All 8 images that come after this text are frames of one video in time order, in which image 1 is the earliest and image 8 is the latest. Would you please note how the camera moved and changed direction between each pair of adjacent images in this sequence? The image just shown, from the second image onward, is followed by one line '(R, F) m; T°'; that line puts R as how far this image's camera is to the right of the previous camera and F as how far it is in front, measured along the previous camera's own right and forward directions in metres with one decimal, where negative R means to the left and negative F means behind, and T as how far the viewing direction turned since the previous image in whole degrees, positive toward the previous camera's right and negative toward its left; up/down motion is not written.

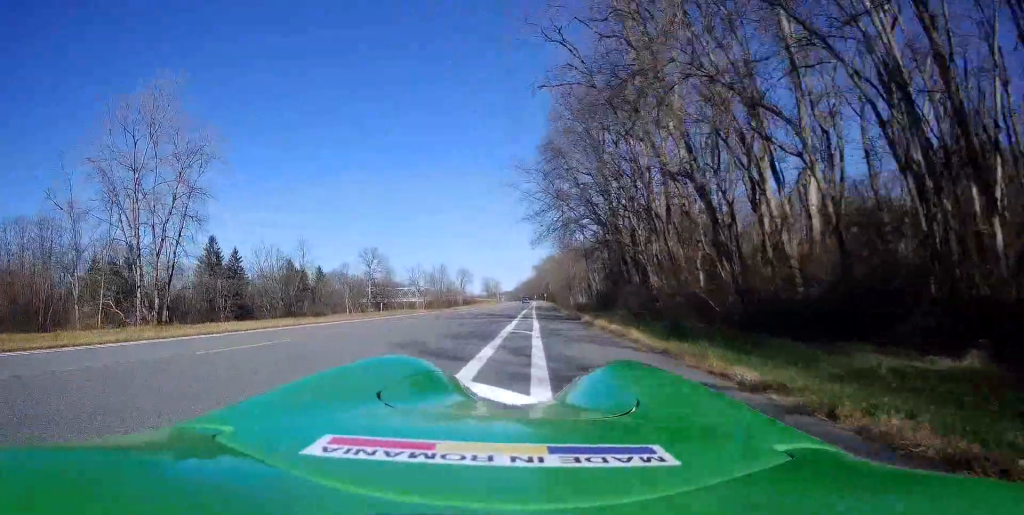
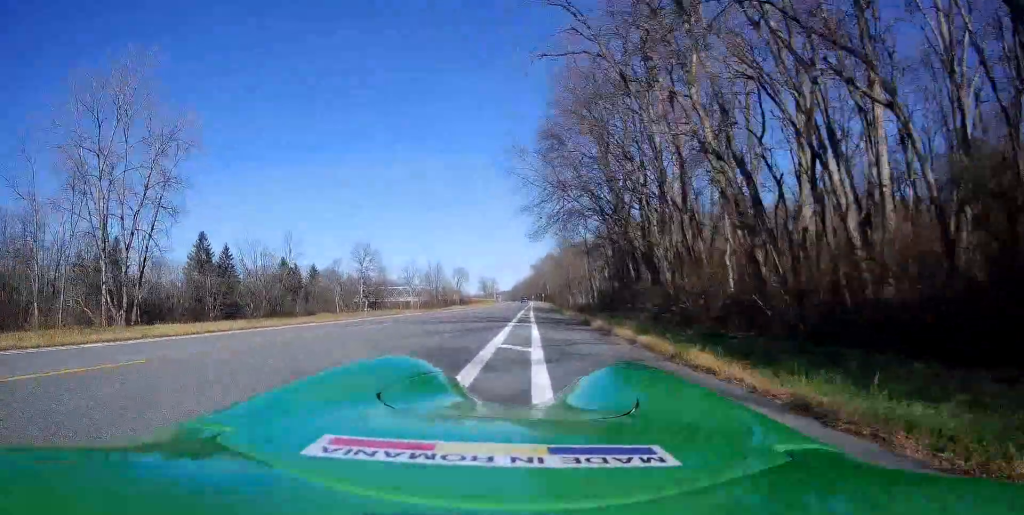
(-0.1, +4.4) m; +1°
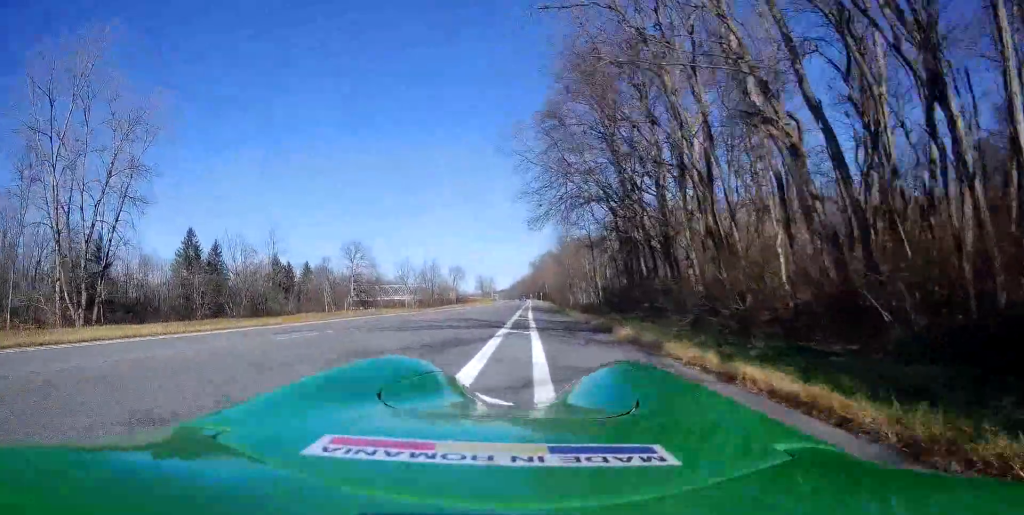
(+0.3, +5.0) m; 0°
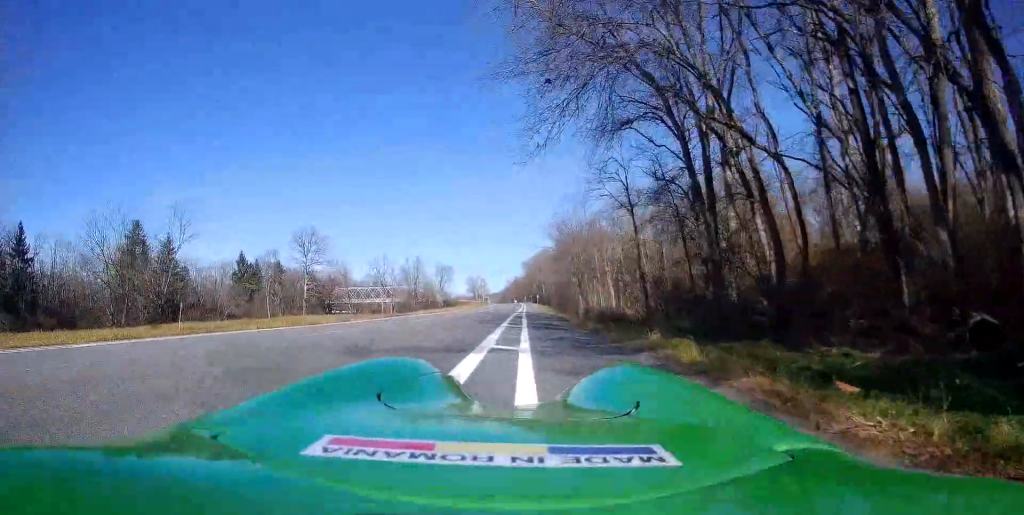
(+0.3, +21.8) m; +4°
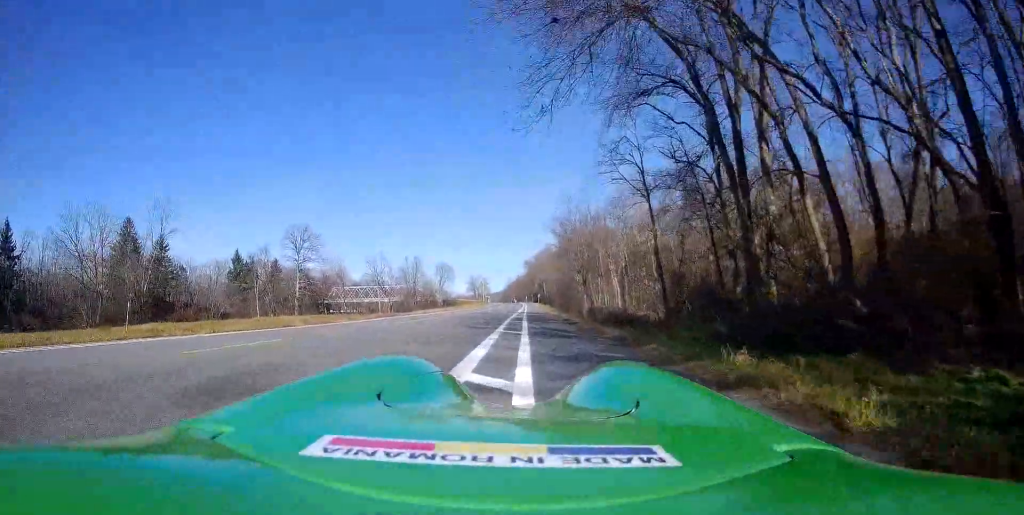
(-0.1, +3.7) m; +1°
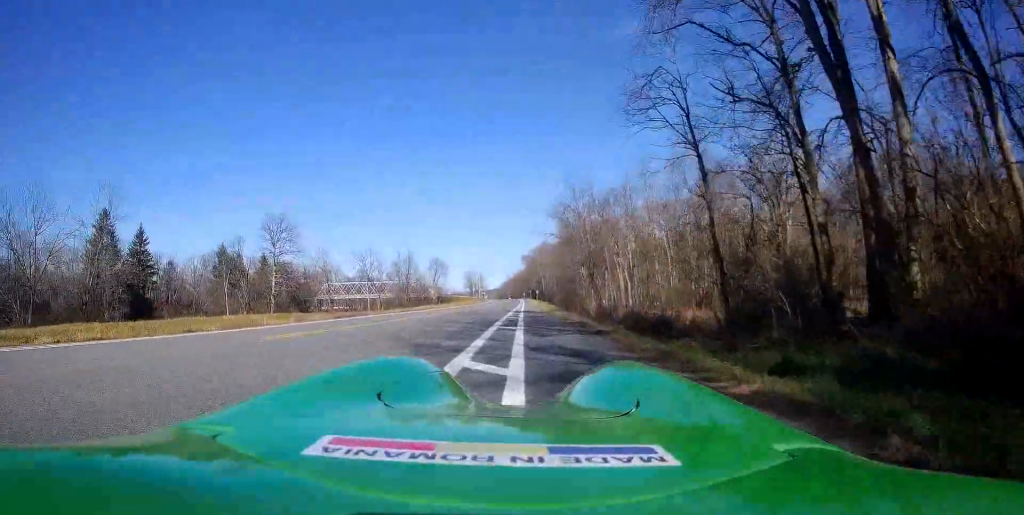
(+0.3, +8.1) m; 0°
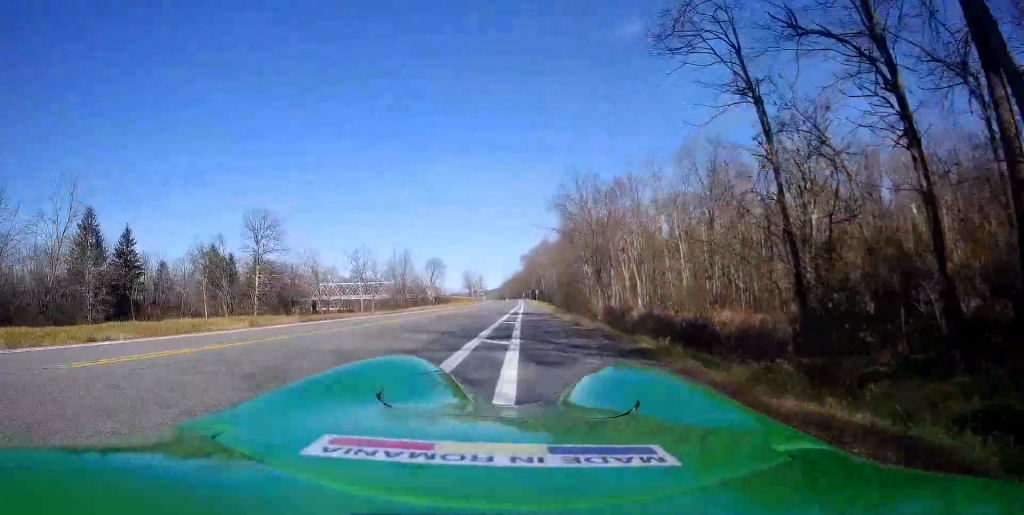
(-0.2, +5.2) m; -2°
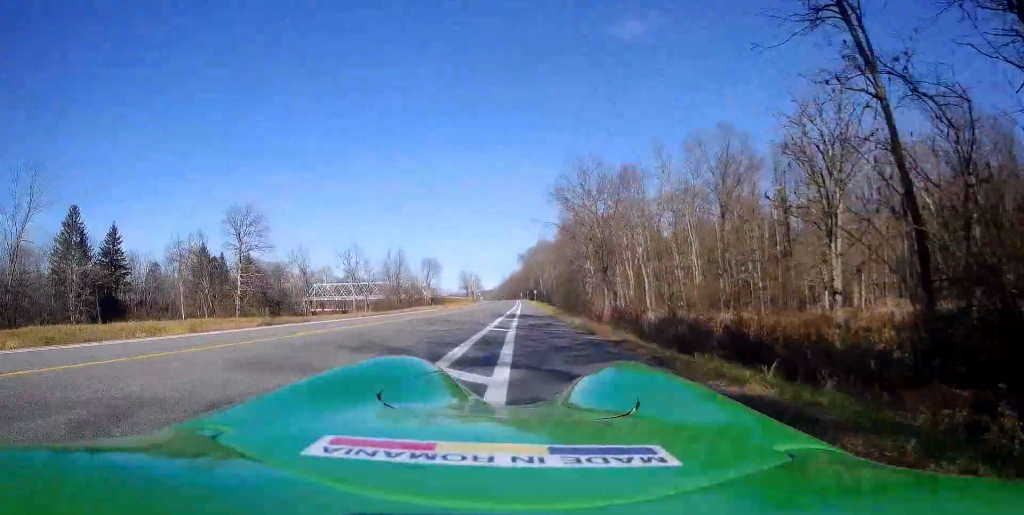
(-0.1, +4.9) m; -1°
